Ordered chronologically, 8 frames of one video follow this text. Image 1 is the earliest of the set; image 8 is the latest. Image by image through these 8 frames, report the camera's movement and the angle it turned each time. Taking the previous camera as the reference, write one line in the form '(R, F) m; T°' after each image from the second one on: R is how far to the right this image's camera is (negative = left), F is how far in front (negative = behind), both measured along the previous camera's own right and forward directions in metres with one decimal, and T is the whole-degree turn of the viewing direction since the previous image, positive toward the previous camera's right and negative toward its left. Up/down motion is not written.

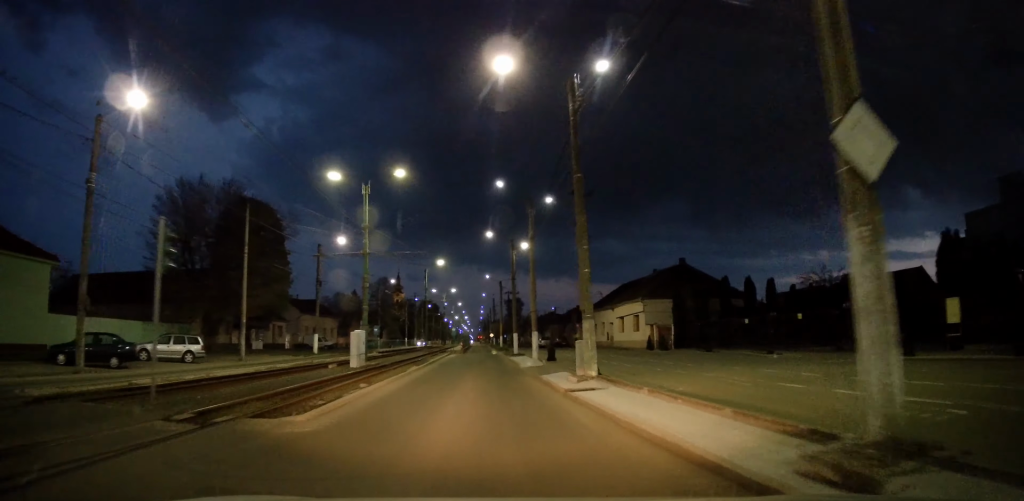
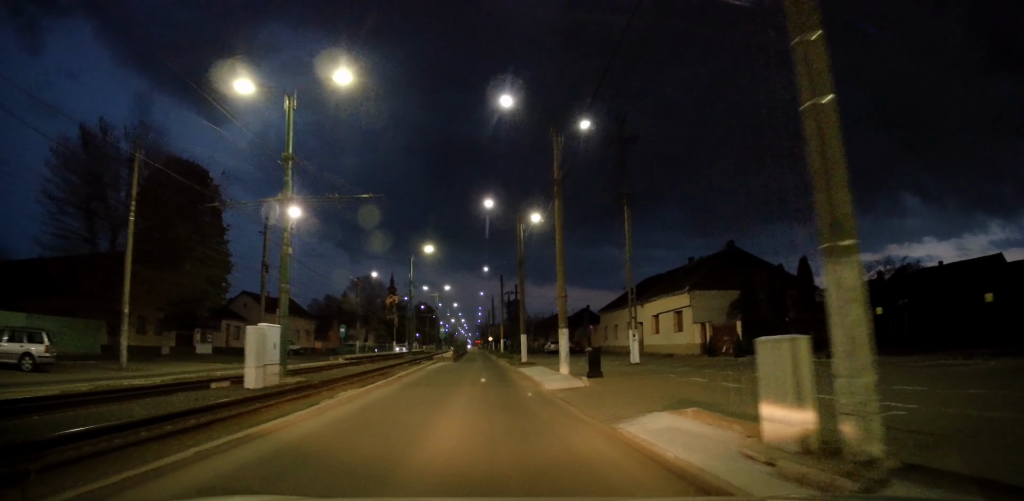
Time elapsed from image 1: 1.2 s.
(+0.1, +11.5) m; 0°
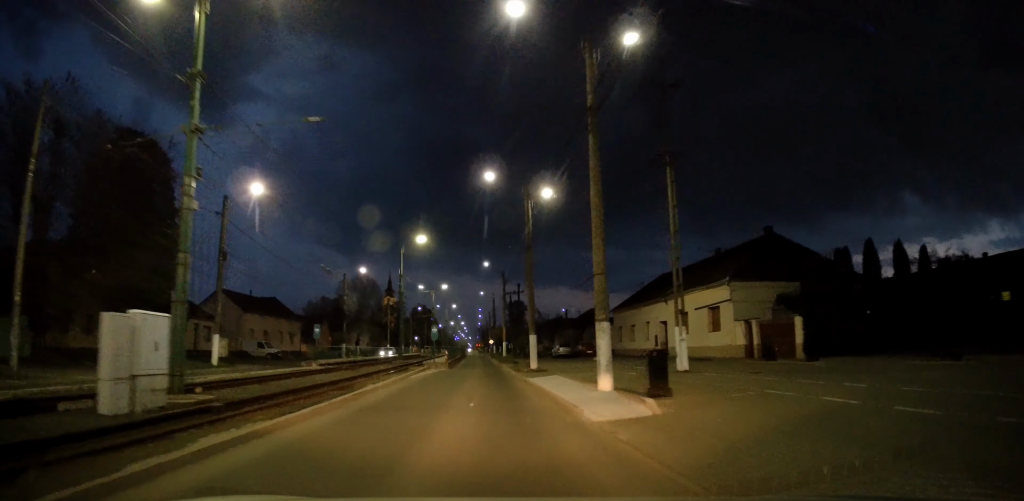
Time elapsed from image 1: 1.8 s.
(-0.1, +6.3) m; -1°
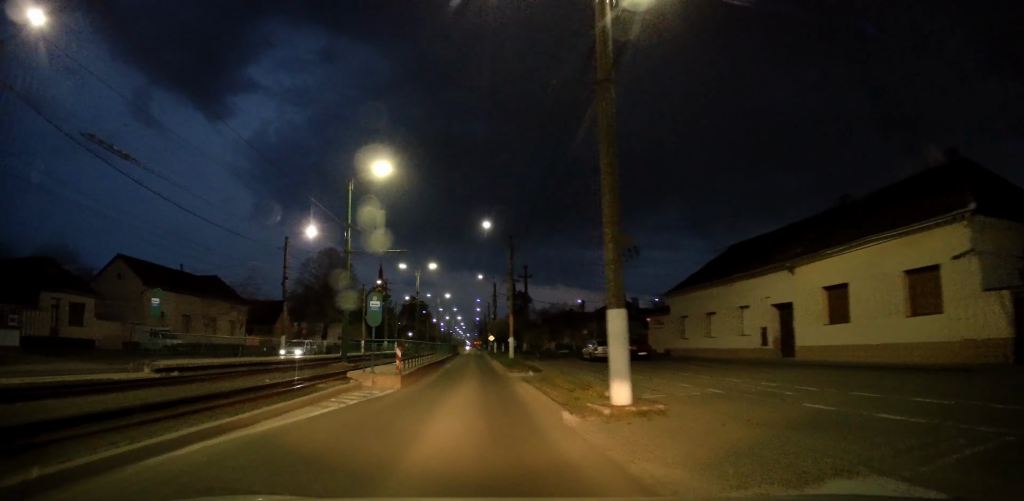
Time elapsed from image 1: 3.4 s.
(-0.3, +17.4) m; 0°
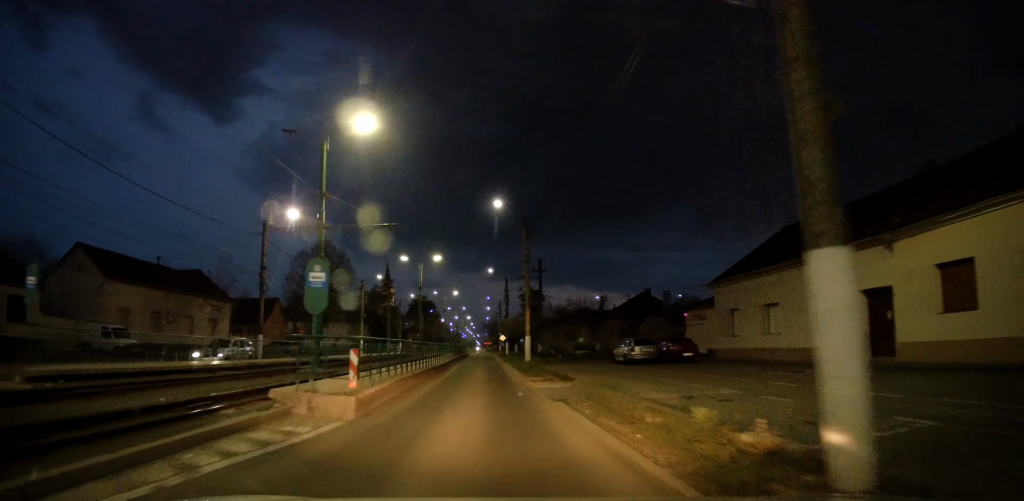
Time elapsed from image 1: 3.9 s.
(+0.2, +6.3) m; 0°
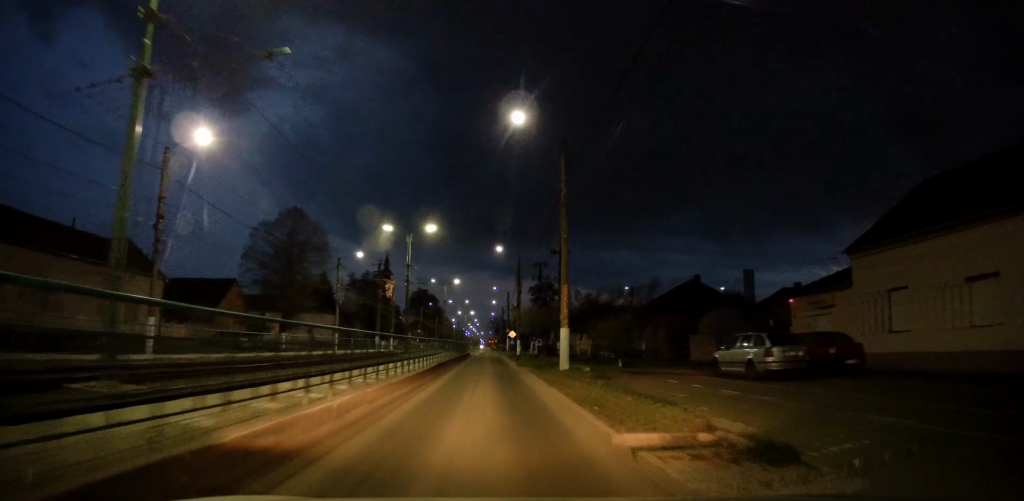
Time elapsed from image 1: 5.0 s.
(-0.2, +13.5) m; -1°
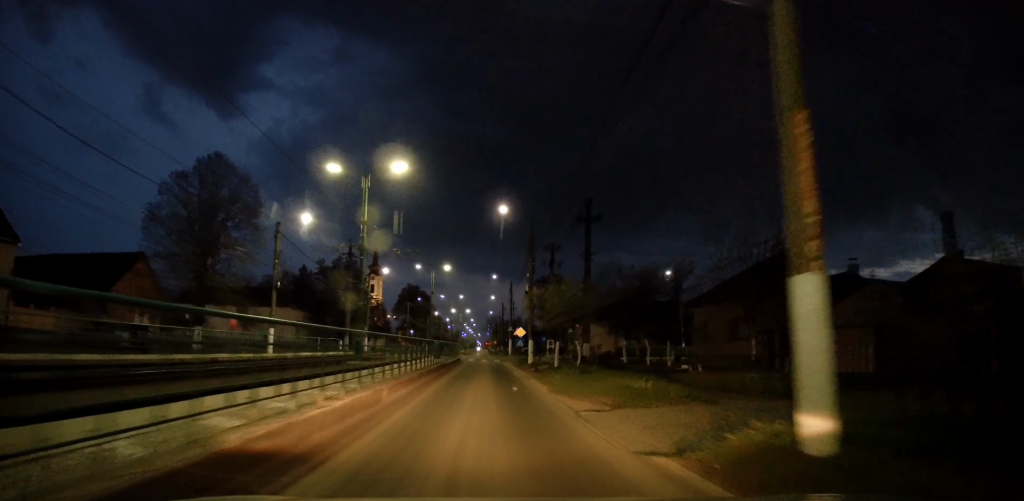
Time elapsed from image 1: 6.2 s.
(0.0, +15.1) m; +1°
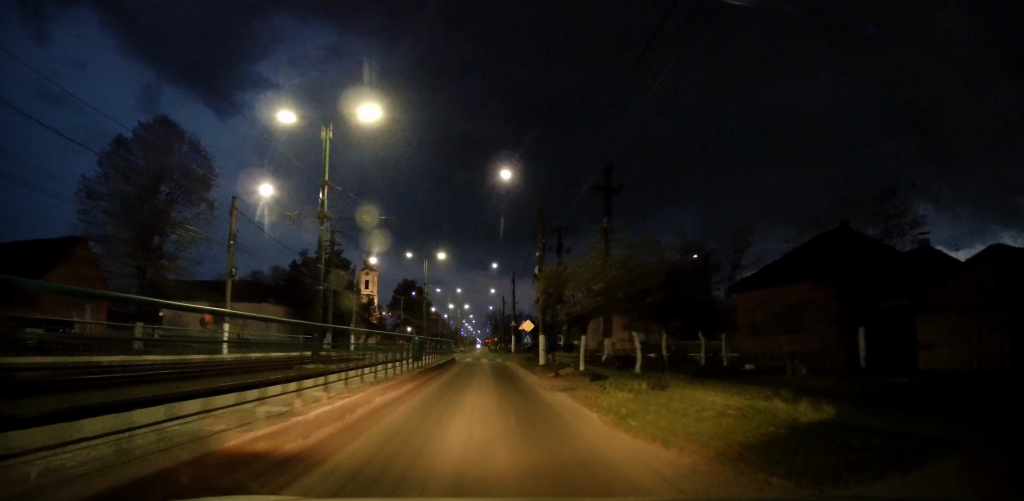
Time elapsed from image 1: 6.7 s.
(+0.1, +6.6) m; 0°
